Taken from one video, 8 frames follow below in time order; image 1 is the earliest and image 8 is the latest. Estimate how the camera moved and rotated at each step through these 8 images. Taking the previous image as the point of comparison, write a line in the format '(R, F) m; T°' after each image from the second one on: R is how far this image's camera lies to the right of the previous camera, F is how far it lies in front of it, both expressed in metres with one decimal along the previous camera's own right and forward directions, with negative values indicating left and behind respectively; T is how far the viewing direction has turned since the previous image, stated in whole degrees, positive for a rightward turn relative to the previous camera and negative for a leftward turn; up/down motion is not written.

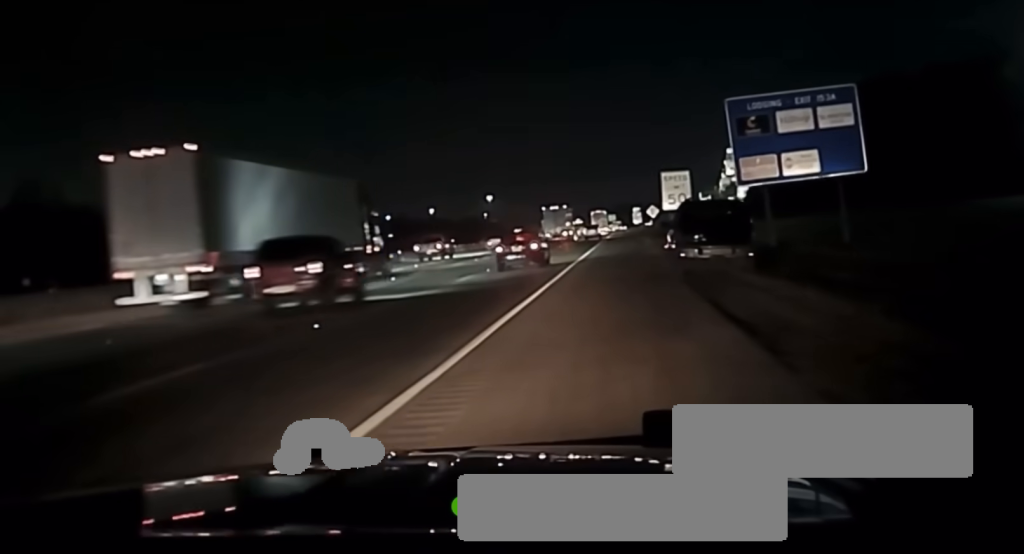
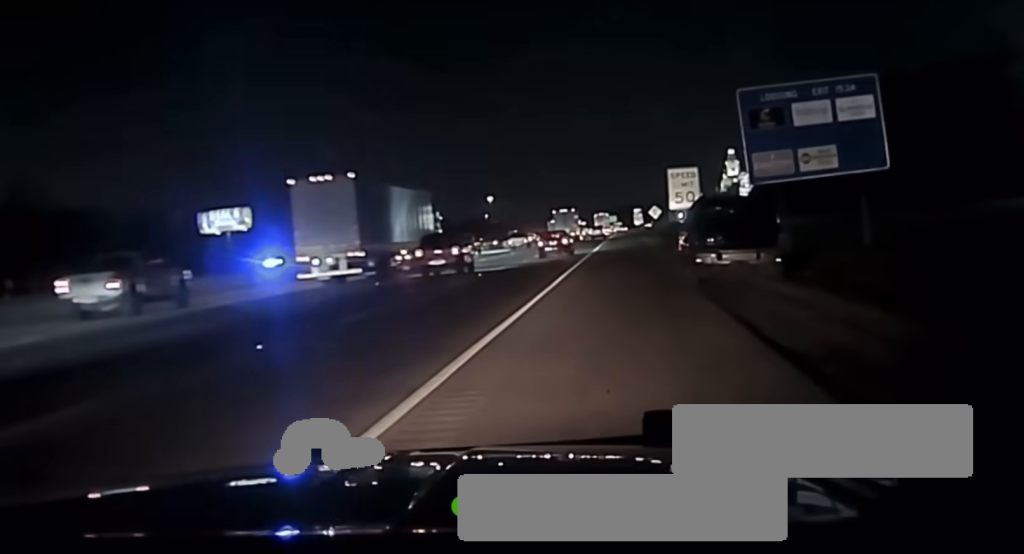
(0.0, +3.4) m; -1°
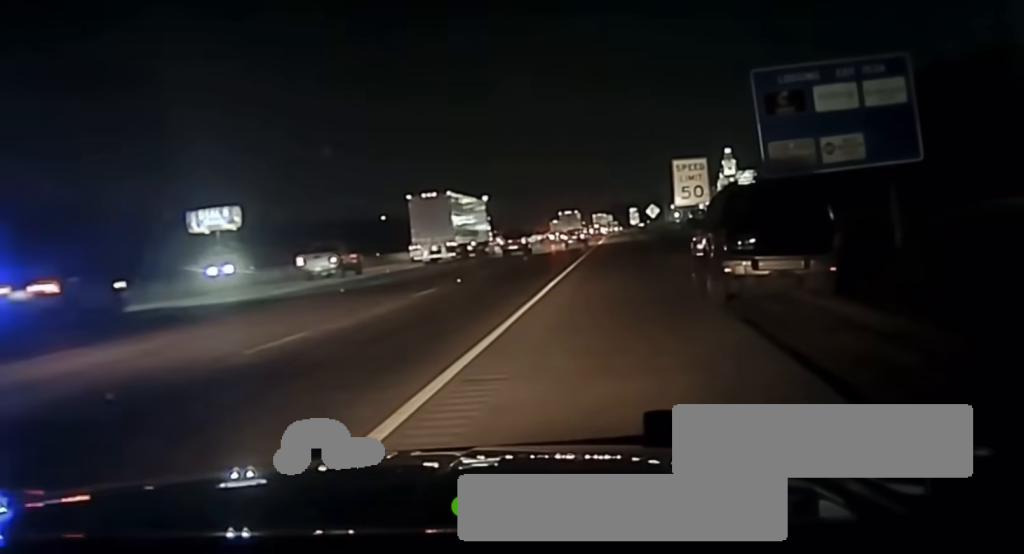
(-0.1, +5.2) m; -1°
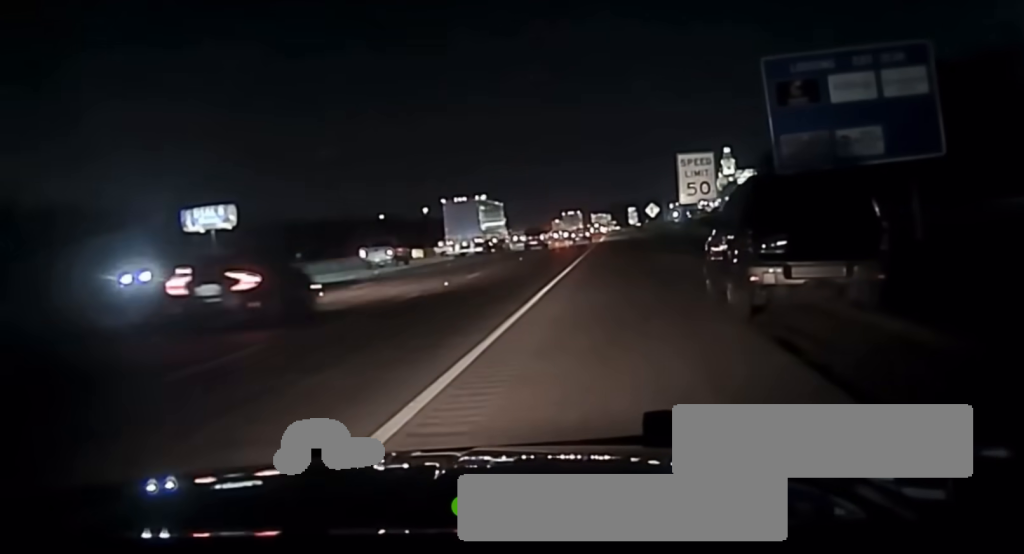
(0.0, +2.8) m; 0°
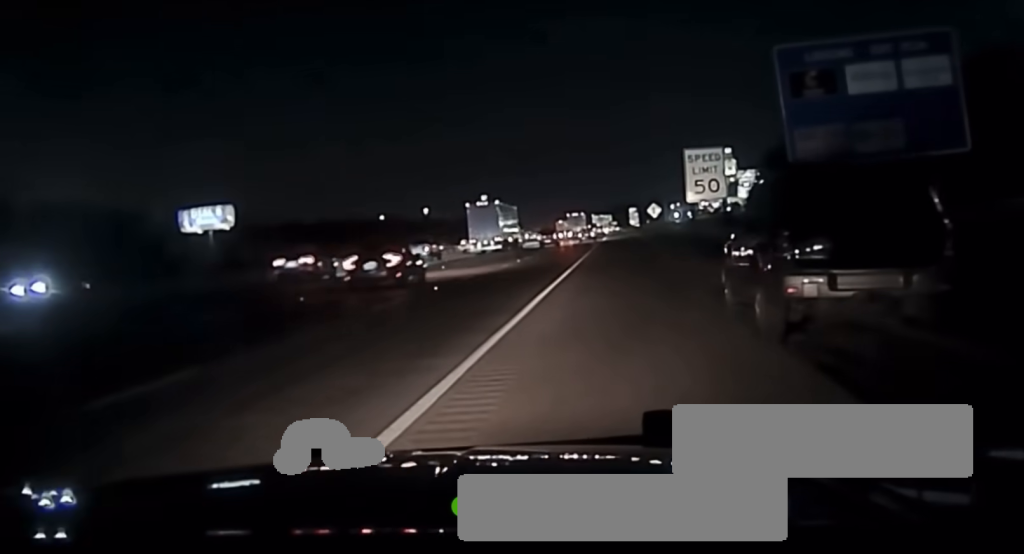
(+0.1, +2.4) m; +1°
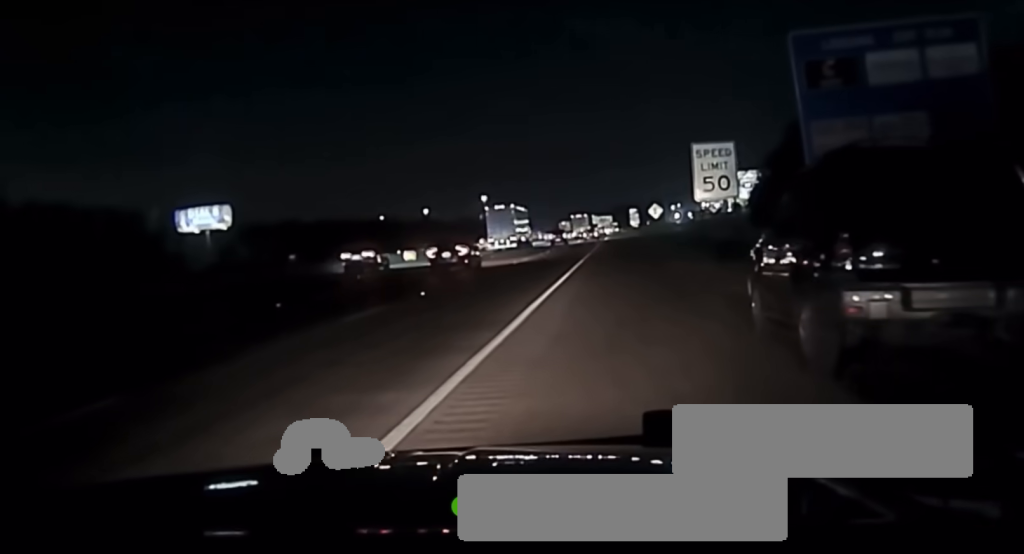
(0.0, +2.5) m; 0°
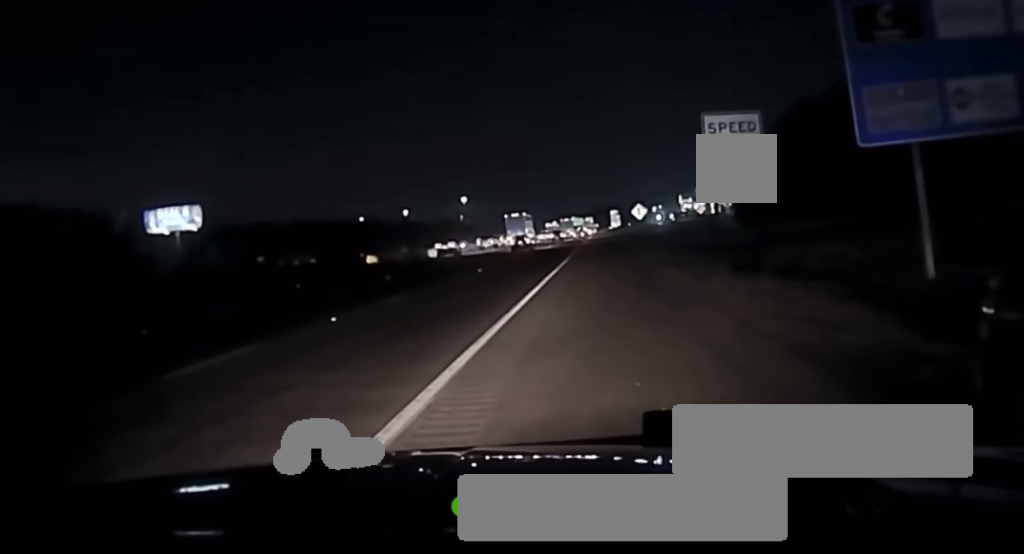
(+0.1, +8.3) m; +3°
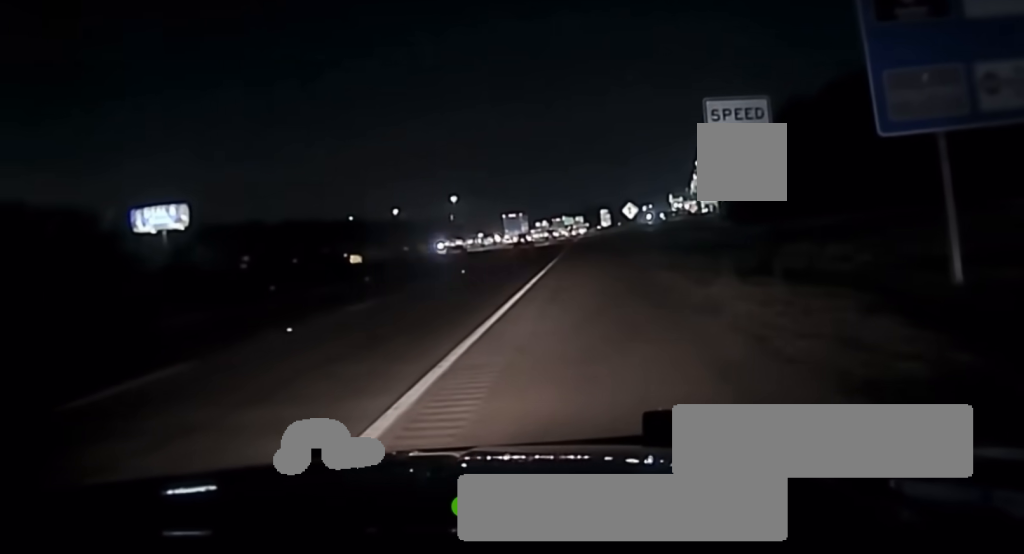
(0.0, +2.5) m; +2°
